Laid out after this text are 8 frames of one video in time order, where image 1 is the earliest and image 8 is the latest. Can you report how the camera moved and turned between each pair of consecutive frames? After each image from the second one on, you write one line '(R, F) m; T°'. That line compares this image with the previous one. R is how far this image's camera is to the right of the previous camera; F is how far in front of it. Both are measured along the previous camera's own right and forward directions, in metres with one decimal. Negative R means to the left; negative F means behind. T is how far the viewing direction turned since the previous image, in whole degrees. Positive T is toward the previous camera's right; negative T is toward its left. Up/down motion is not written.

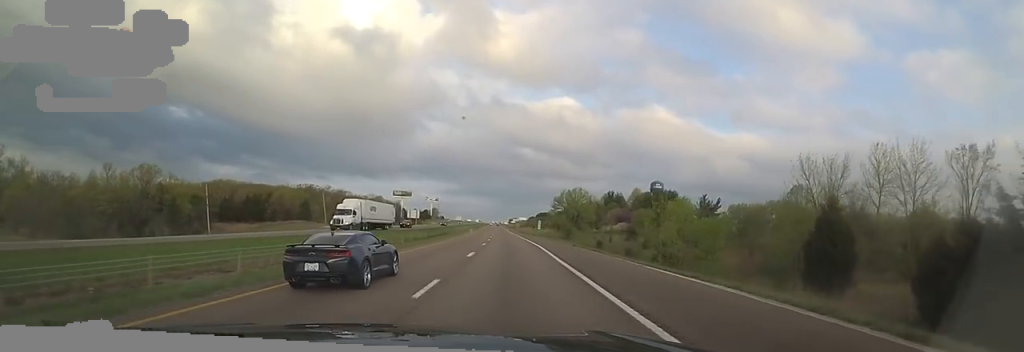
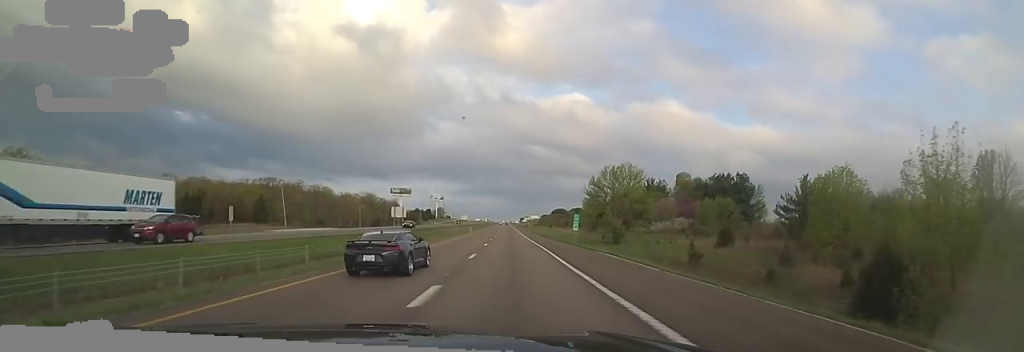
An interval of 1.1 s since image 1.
(+0.2, +38.6) m; -2°
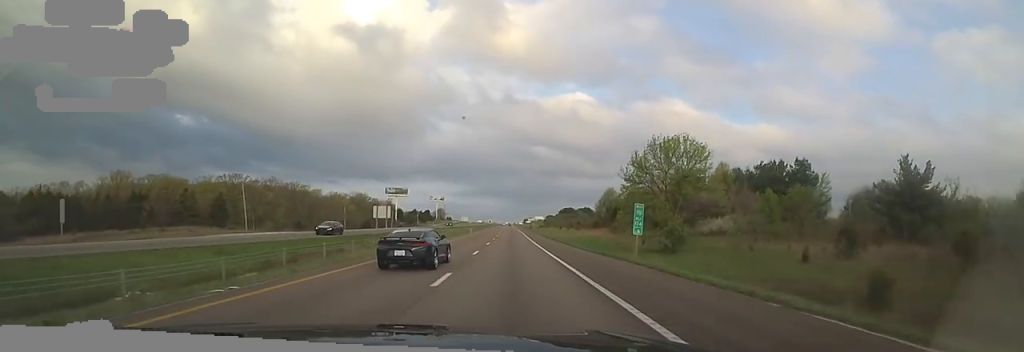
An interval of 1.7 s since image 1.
(-1.4, +22.6) m; 0°
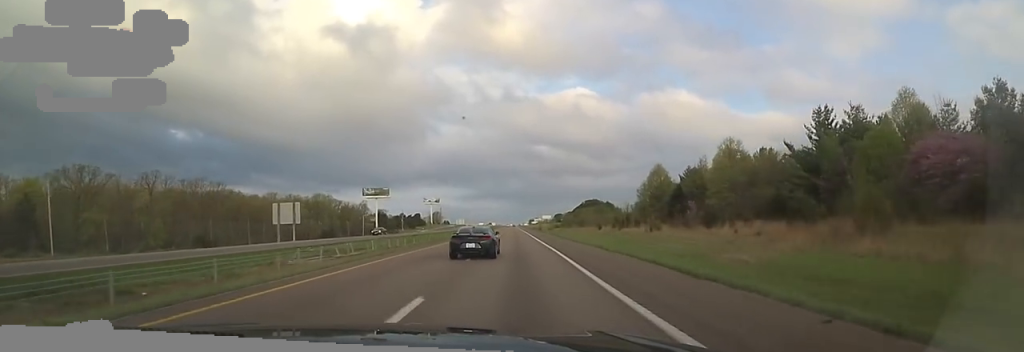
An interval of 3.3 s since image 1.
(+1.0, +54.9) m; -1°
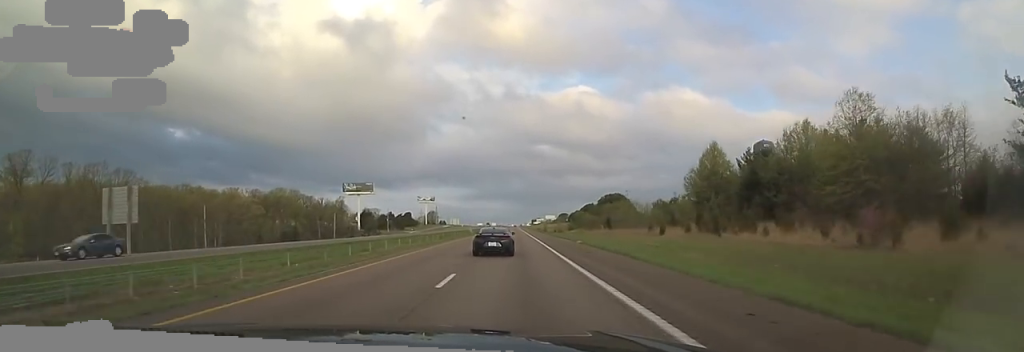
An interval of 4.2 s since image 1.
(-0.8, +31.8) m; 0°
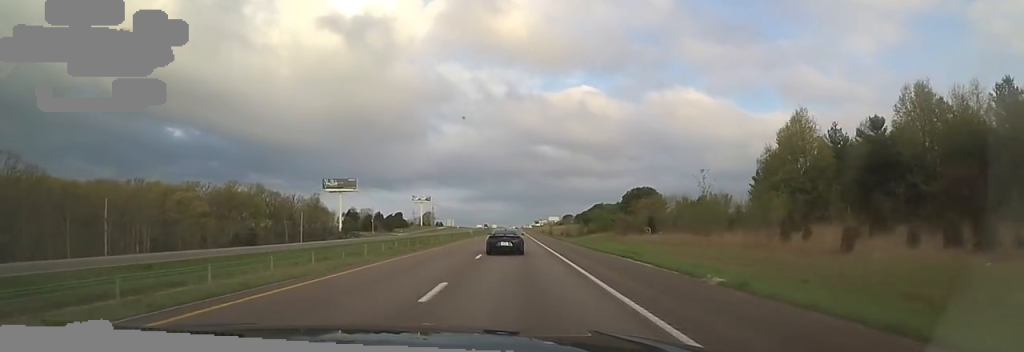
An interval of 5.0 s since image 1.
(0.0, +25.7) m; +2°
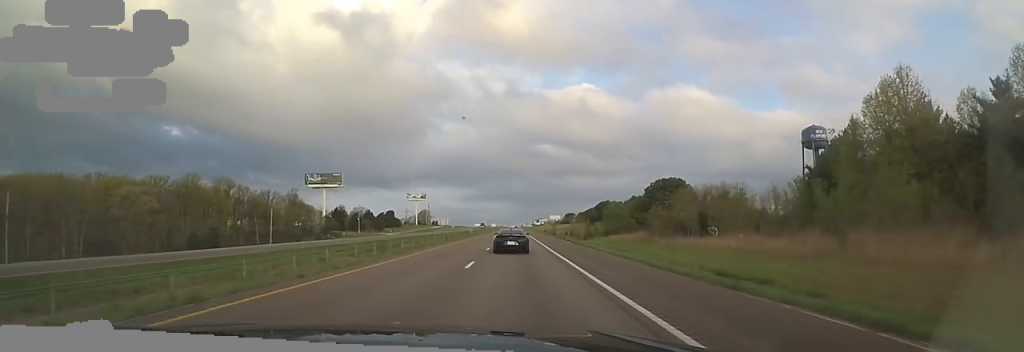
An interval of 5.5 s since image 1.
(+0.7, +16.5) m; 0°
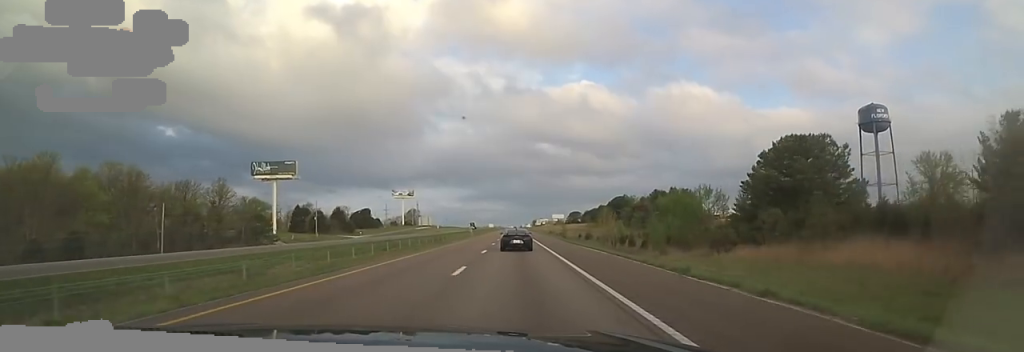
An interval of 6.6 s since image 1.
(-0.3, +37.1) m; -2°
